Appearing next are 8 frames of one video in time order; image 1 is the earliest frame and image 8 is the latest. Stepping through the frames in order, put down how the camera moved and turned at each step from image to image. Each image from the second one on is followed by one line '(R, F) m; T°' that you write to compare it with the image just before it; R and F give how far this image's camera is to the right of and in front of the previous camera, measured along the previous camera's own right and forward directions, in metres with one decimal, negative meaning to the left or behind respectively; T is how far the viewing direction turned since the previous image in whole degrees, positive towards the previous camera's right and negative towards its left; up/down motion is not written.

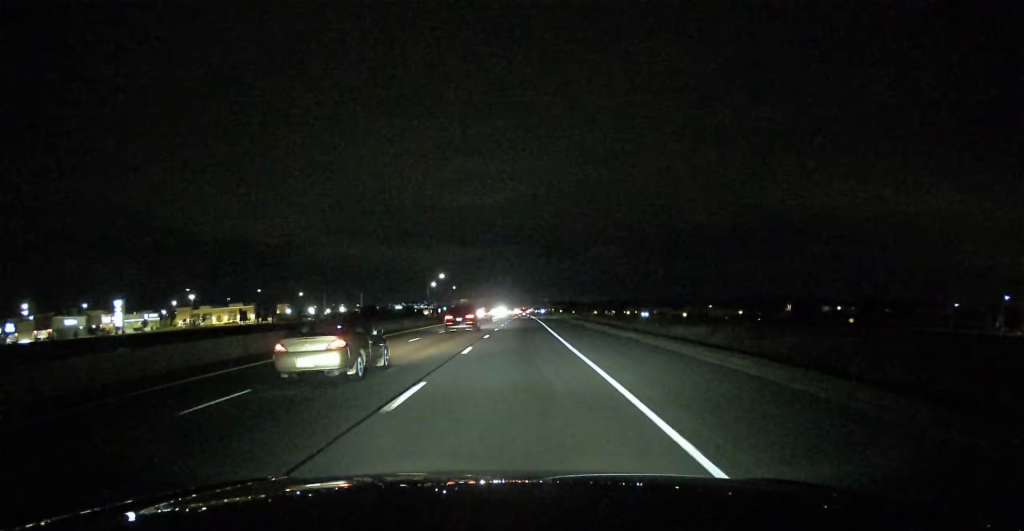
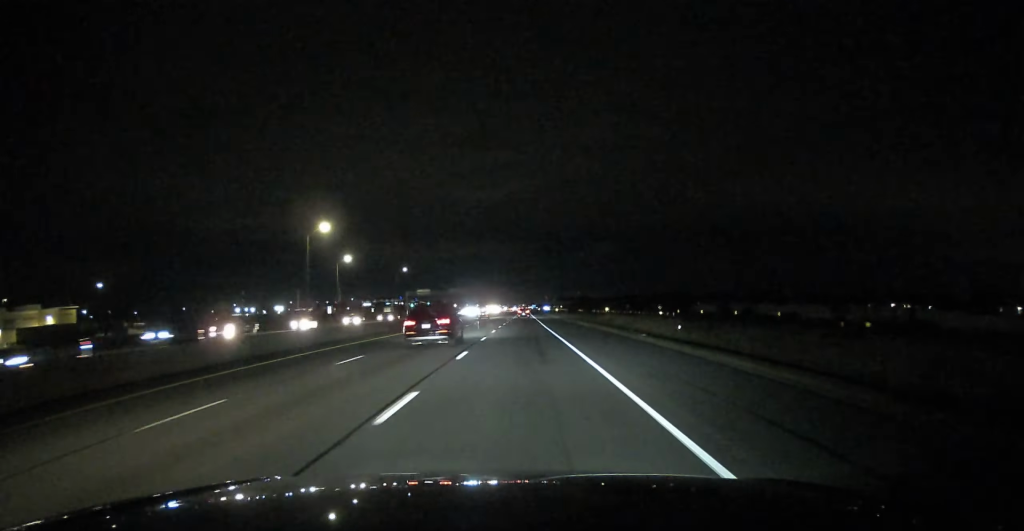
(-0.2, +150.1) m; 0°
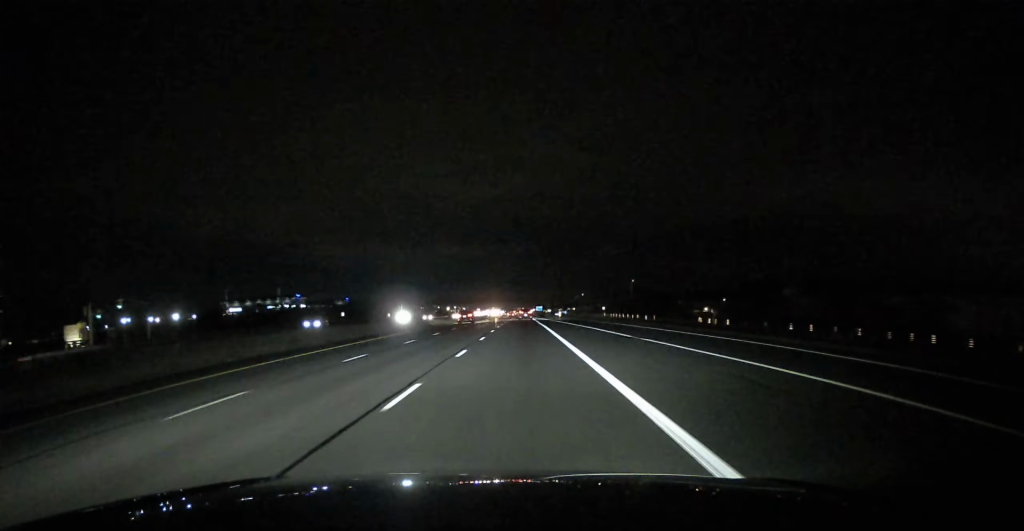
(0.0, +271.2) m; 0°
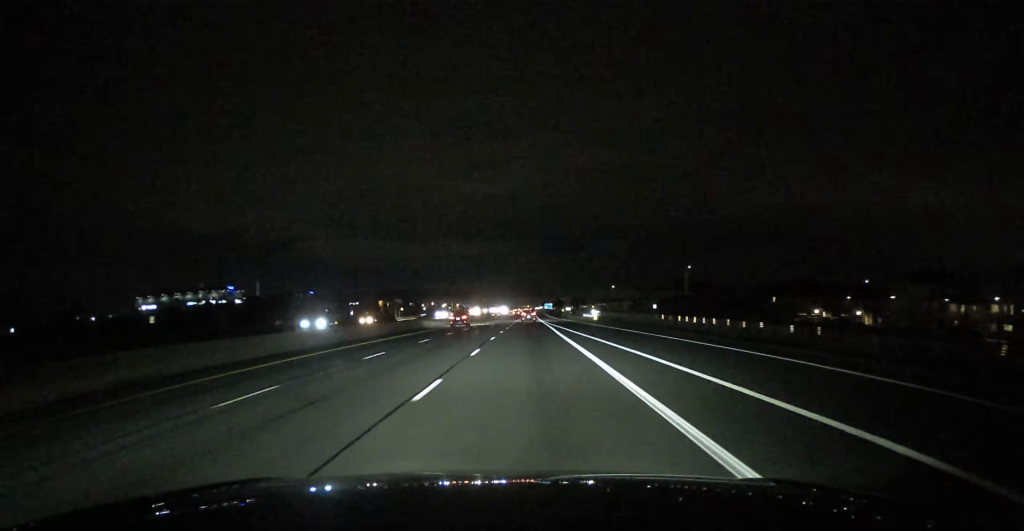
(-0.2, +81.4) m; 0°
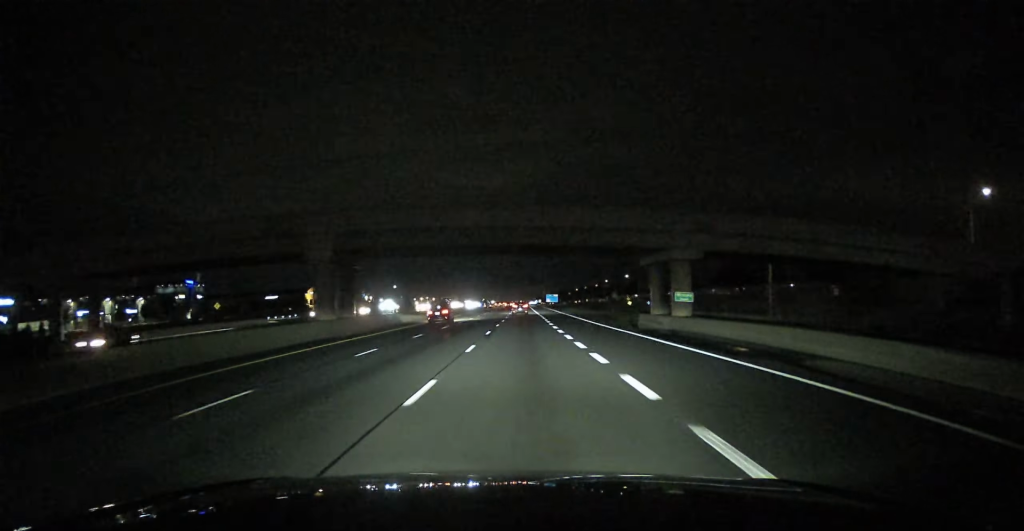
(+0.2, +118.7) m; 0°
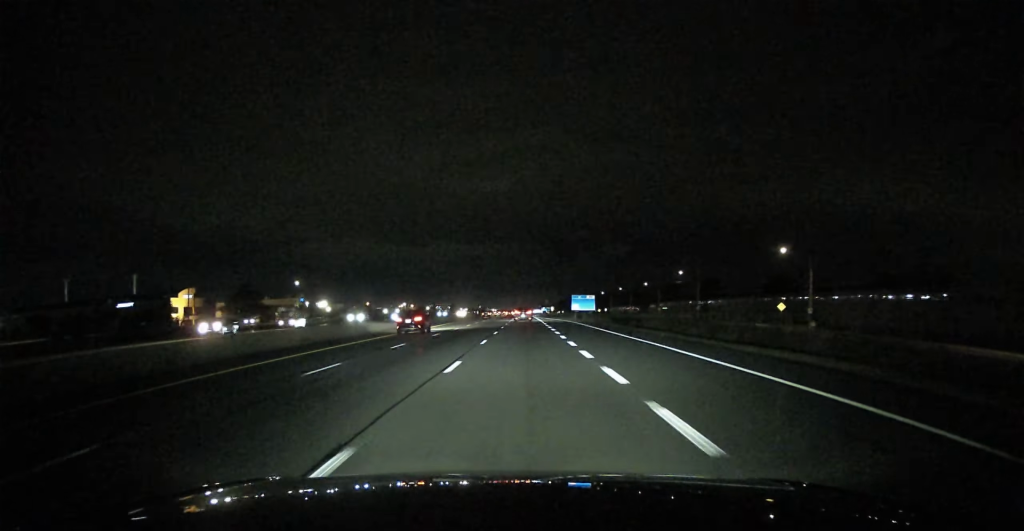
(+0.1, +102.8) m; 0°
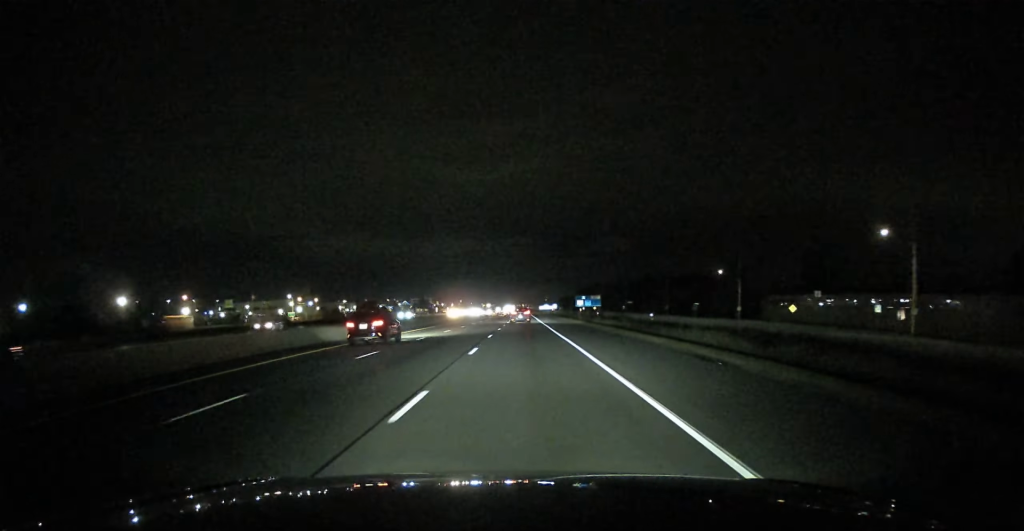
(-0.3, +172.0) m; 0°
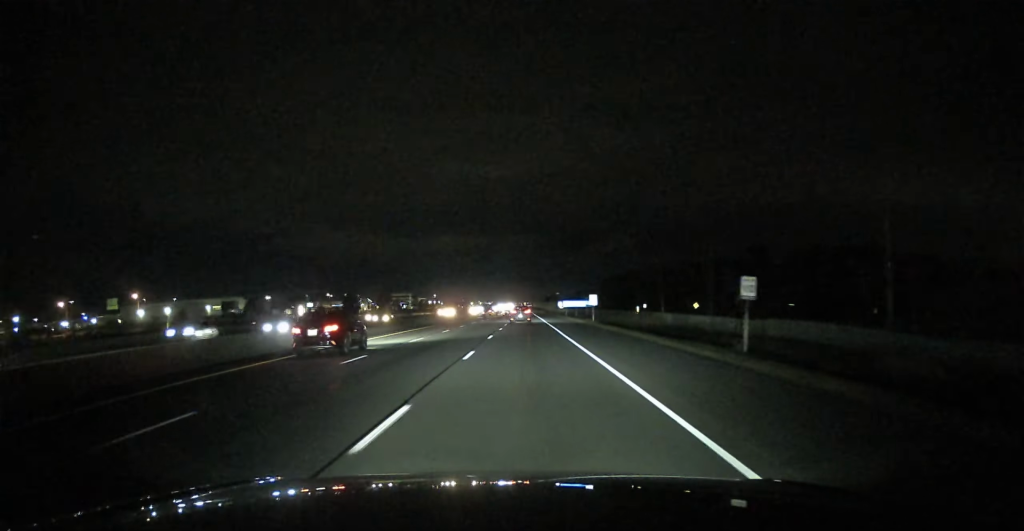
(-0.1, +147.5) m; 0°
